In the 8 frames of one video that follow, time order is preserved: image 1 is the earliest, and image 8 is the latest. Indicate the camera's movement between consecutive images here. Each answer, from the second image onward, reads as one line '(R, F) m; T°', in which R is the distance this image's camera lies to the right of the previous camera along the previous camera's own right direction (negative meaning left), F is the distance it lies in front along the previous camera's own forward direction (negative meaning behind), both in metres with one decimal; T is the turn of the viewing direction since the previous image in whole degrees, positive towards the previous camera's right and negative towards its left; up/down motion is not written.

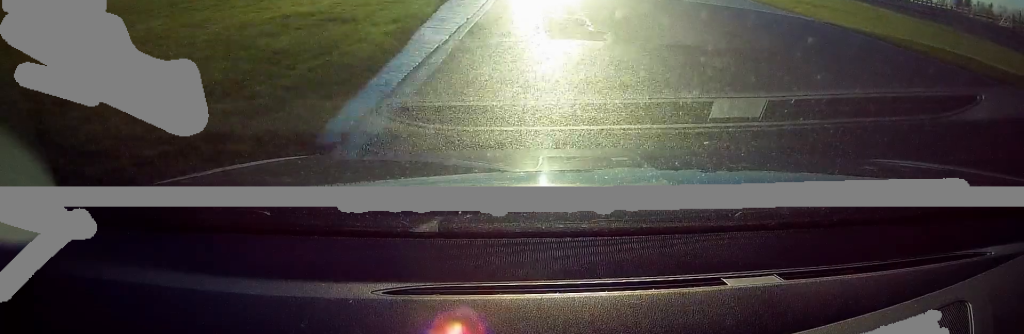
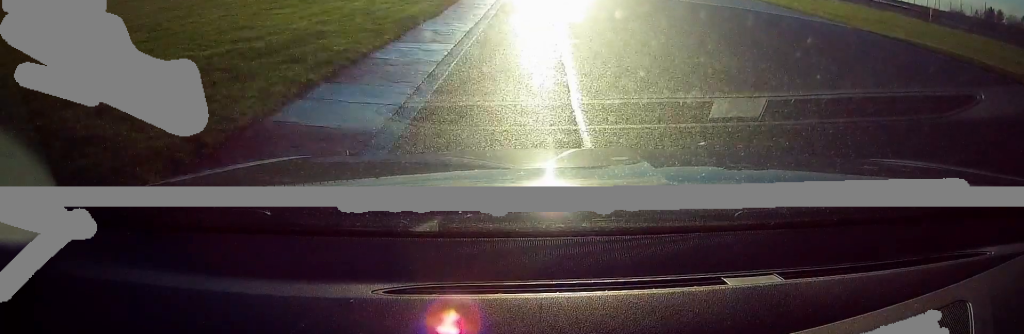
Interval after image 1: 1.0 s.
(+0.5, +22.1) m; 0°
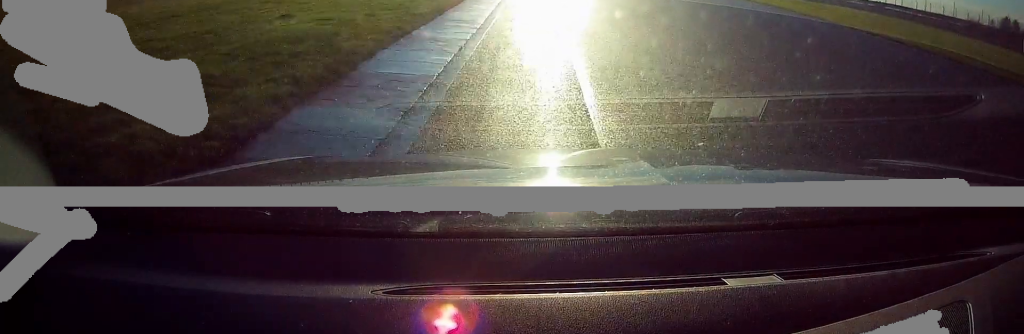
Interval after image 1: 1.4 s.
(-0.1, +10.4) m; -1°
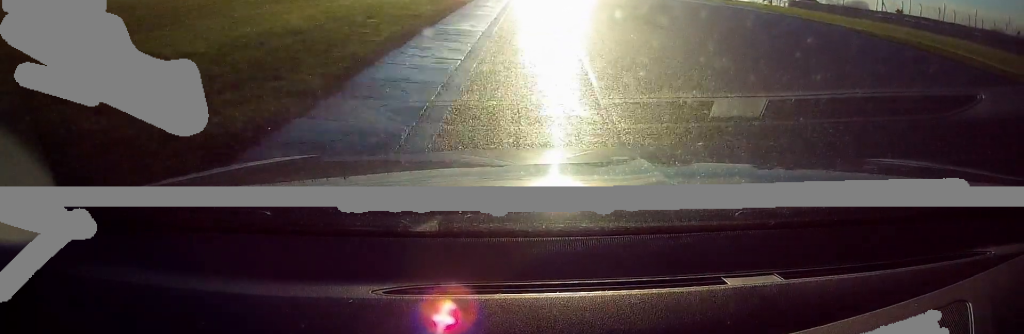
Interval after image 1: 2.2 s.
(-0.5, +16.7) m; -1°
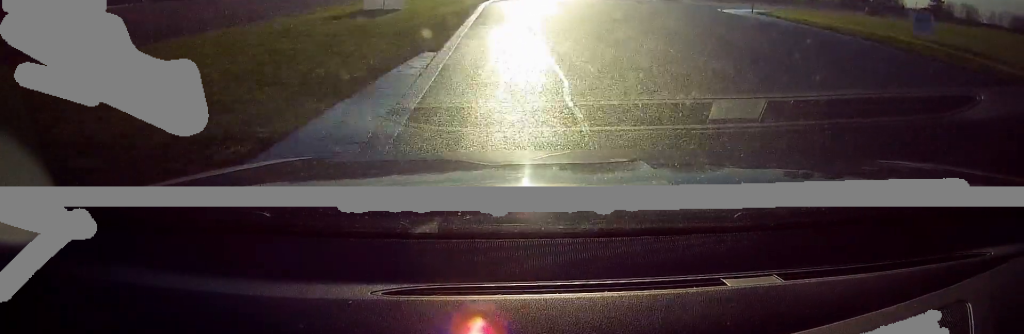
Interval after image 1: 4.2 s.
(+1.0, +41.8) m; +4°
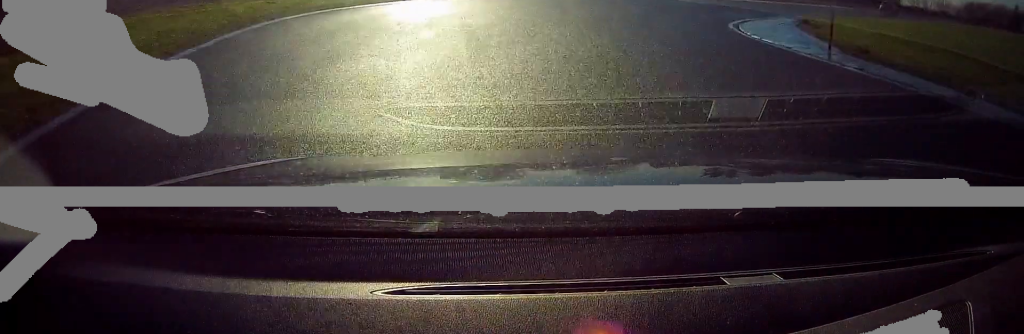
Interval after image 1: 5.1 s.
(+0.6, +18.0) m; +8°
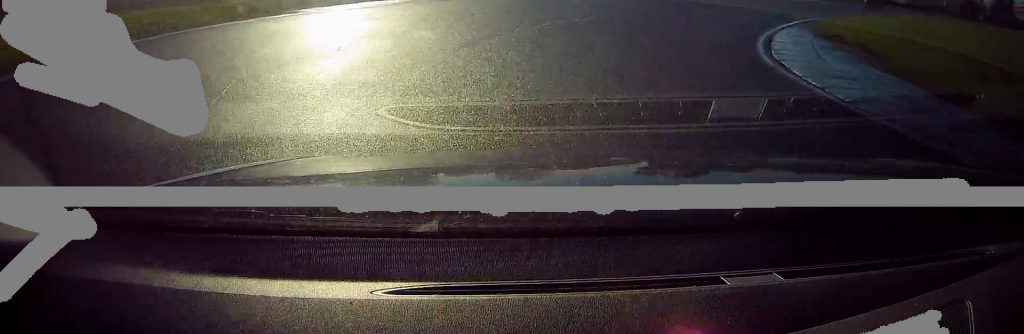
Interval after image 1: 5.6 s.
(+1.0, +8.6) m; +7°
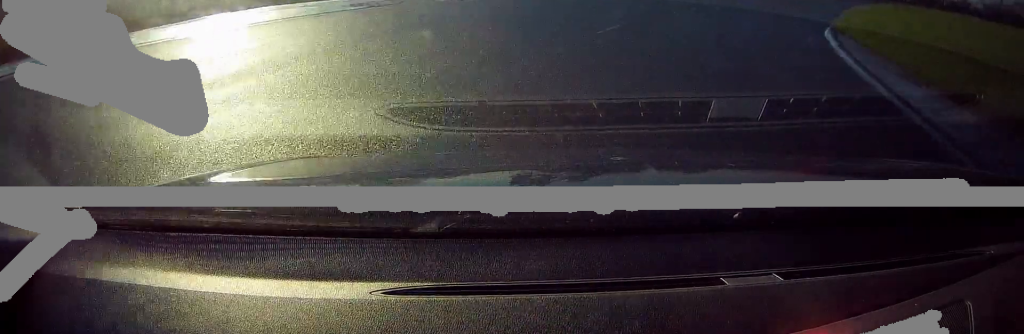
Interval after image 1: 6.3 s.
(+0.8, +12.1) m; +10°
